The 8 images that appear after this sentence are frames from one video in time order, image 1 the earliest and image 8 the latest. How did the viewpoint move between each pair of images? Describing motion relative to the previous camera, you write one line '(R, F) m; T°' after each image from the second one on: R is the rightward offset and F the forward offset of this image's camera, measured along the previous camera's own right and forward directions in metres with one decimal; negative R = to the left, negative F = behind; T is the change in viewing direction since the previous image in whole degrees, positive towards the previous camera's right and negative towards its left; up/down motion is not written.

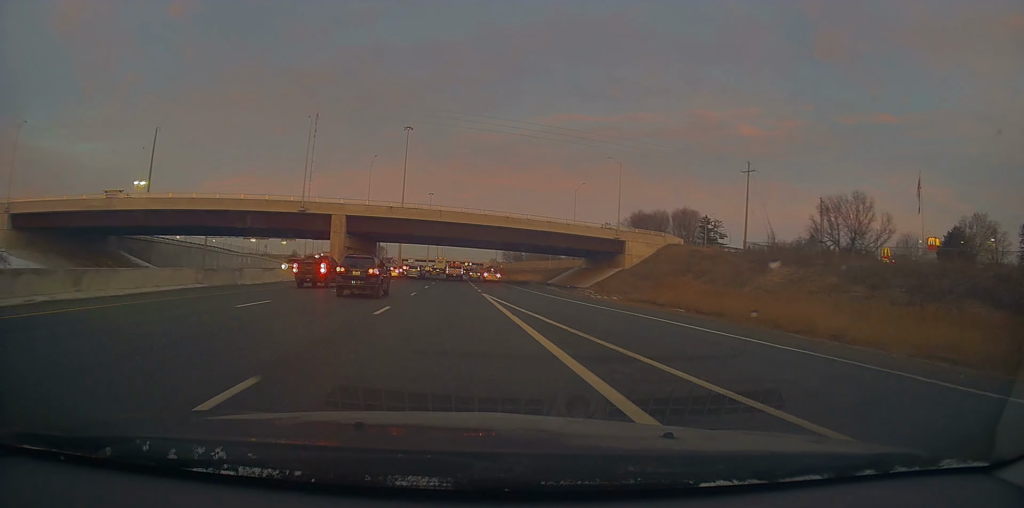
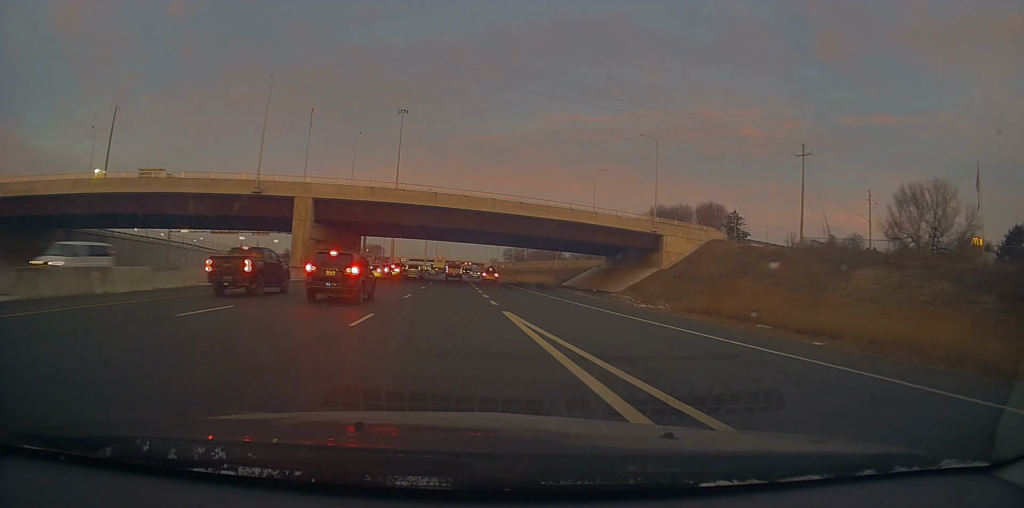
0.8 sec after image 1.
(+0.2, +15.4) m; +1°
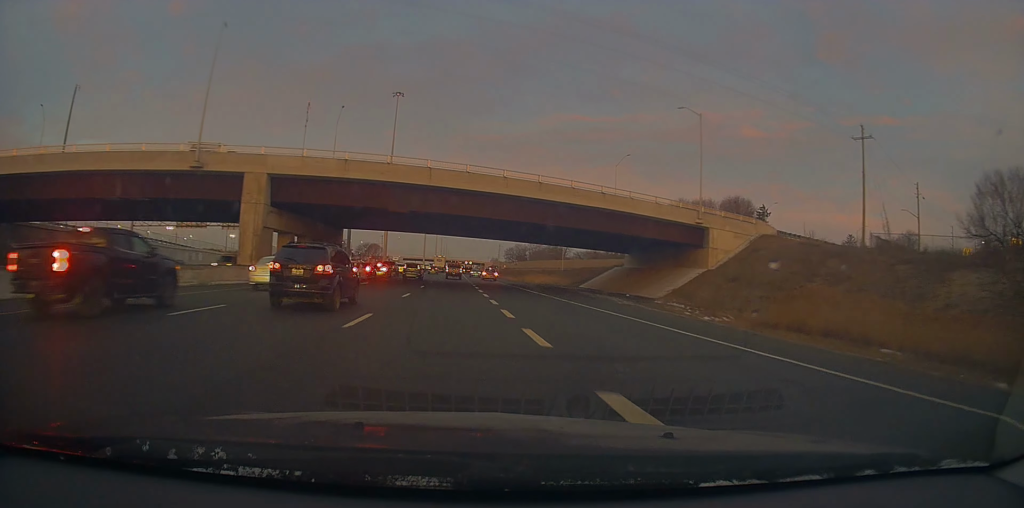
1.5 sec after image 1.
(+0.2, +12.9) m; +1°
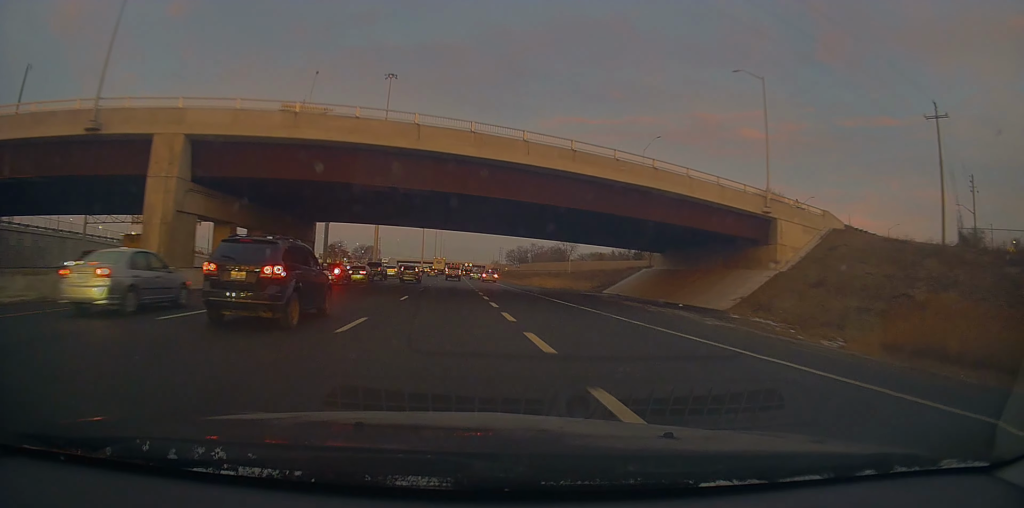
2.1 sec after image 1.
(+0.1, +12.8) m; -2°
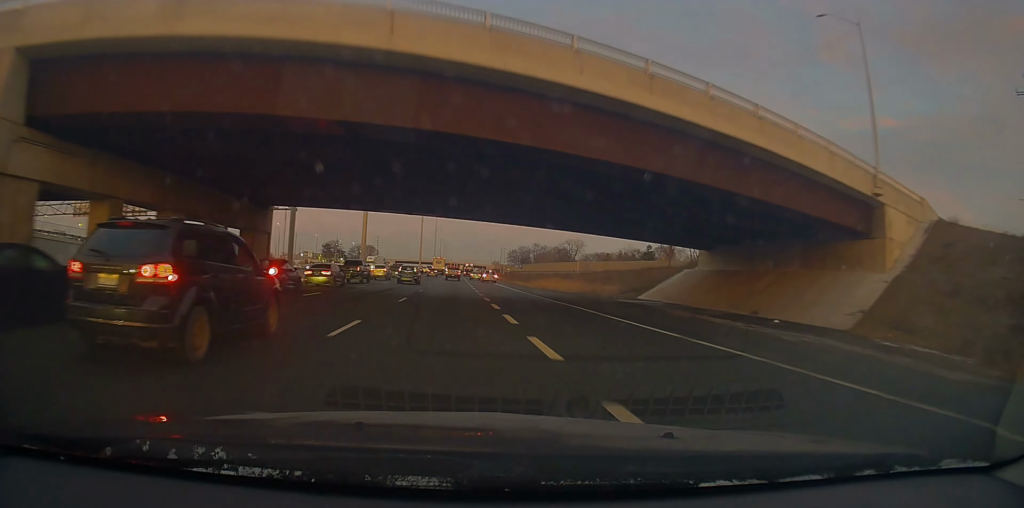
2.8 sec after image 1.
(-0.4, +12.8) m; -1°
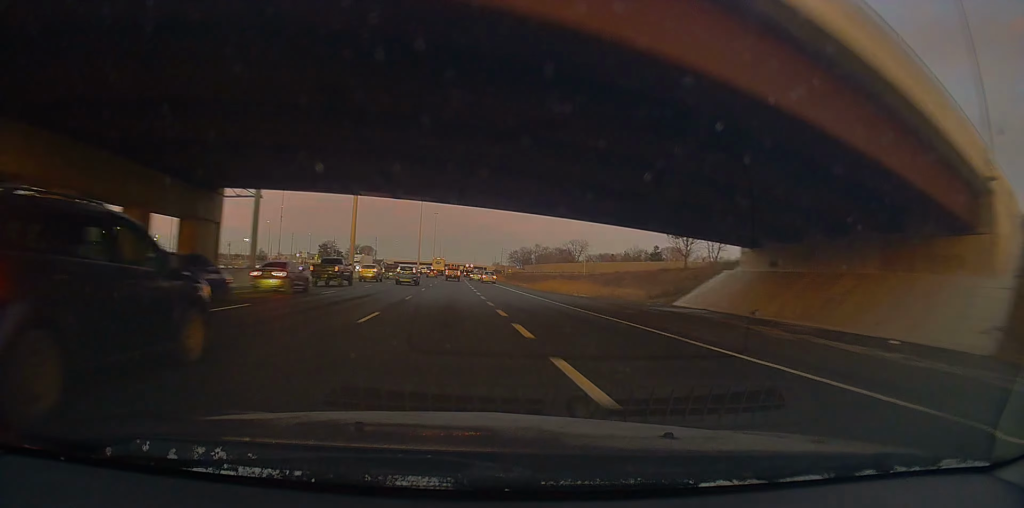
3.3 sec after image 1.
(-0.5, +9.0) m; 0°
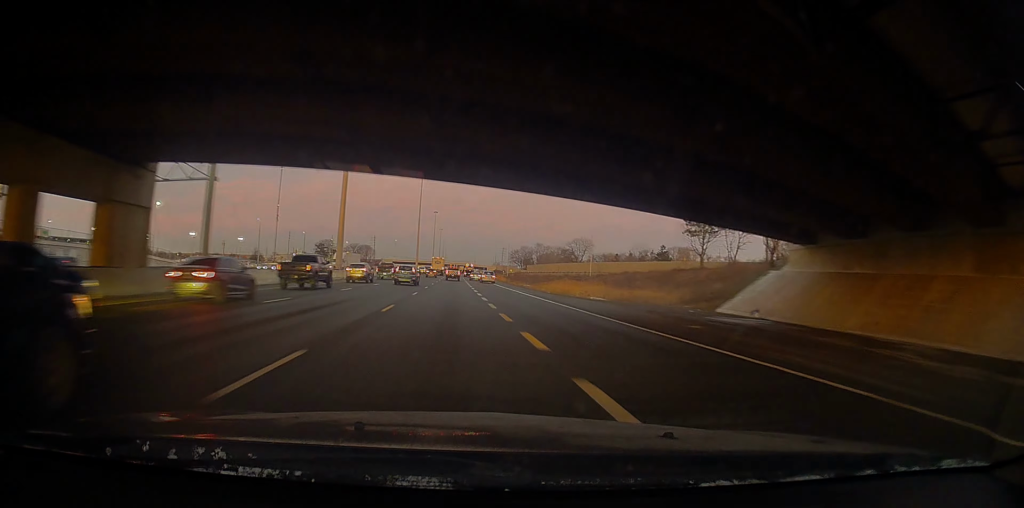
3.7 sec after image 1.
(+0.2, +7.7) m; +1°
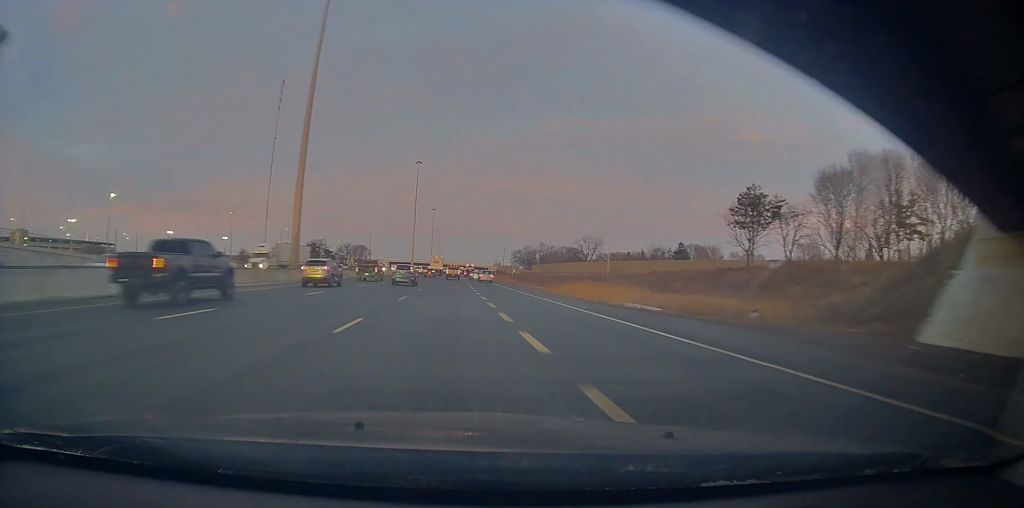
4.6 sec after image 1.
(+0.7, +18.2) m; +2°
